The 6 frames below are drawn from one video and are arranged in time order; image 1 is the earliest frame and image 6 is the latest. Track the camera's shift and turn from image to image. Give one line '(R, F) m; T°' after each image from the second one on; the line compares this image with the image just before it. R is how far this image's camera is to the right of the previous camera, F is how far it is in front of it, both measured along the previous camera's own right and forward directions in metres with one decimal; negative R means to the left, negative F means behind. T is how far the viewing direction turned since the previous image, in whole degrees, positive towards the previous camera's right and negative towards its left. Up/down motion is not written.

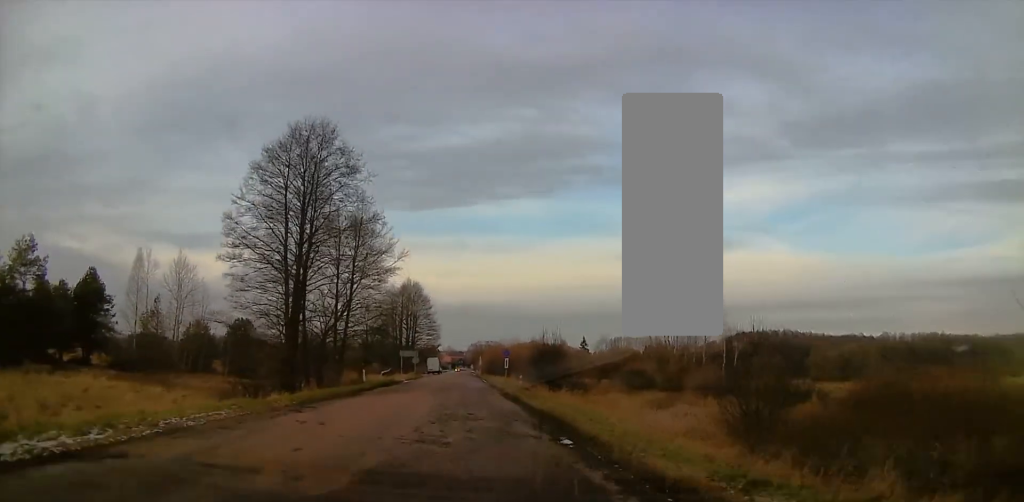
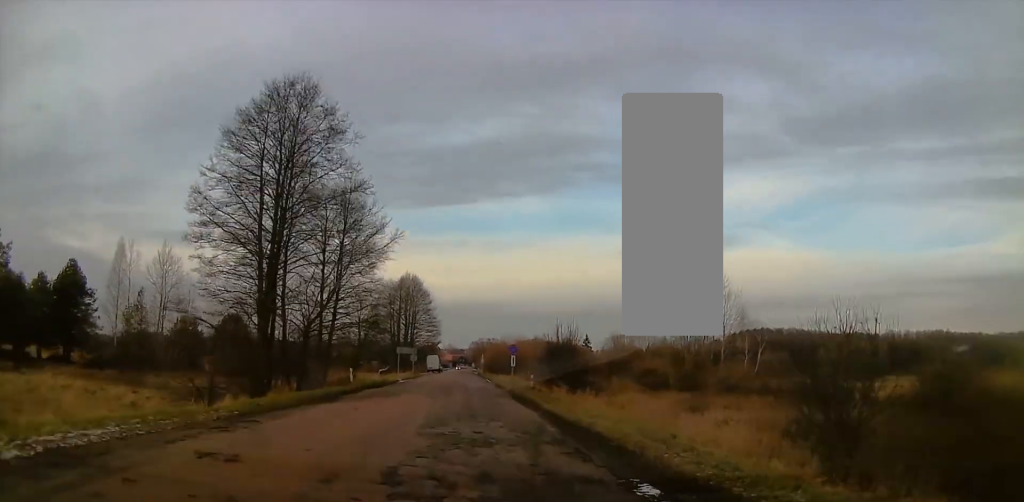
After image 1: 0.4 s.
(0.0, +5.2) m; 0°
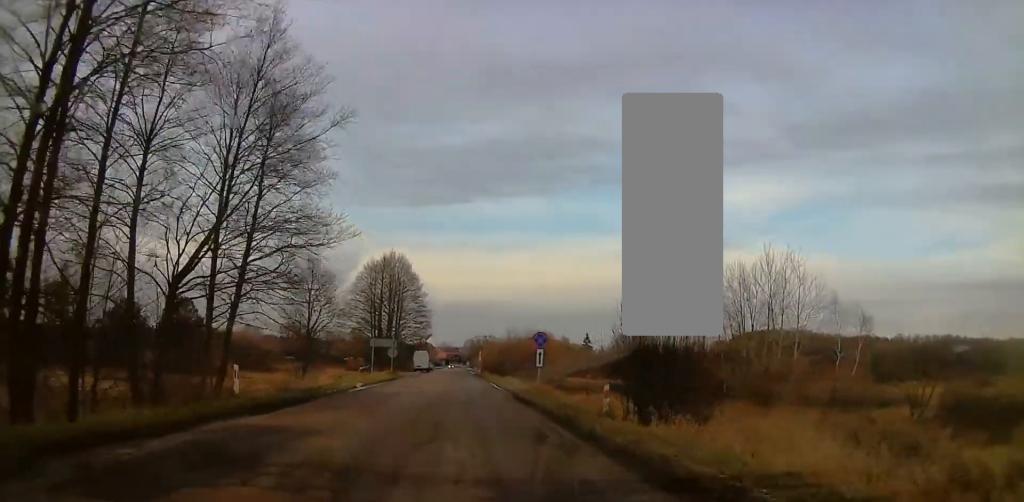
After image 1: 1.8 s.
(0.0, +17.3) m; 0°
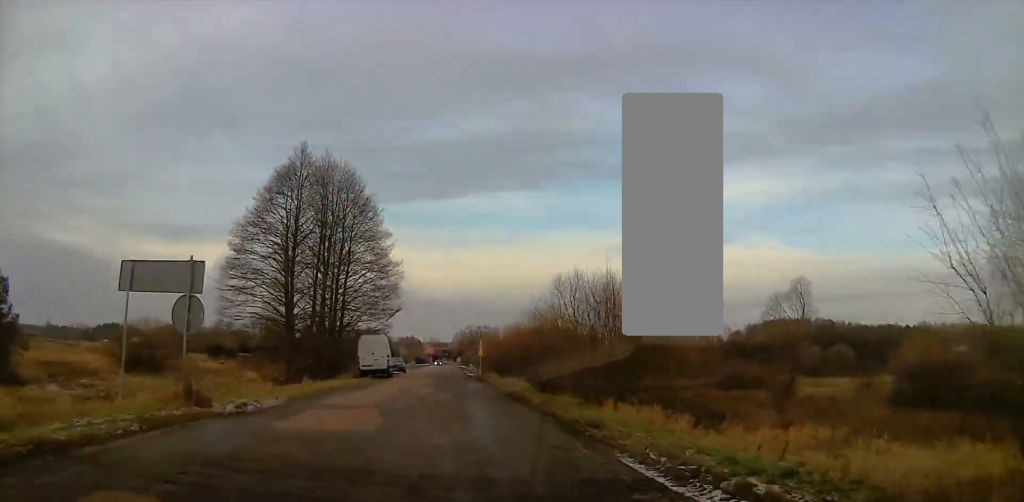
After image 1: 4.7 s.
(0.0, +39.6) m; 0°
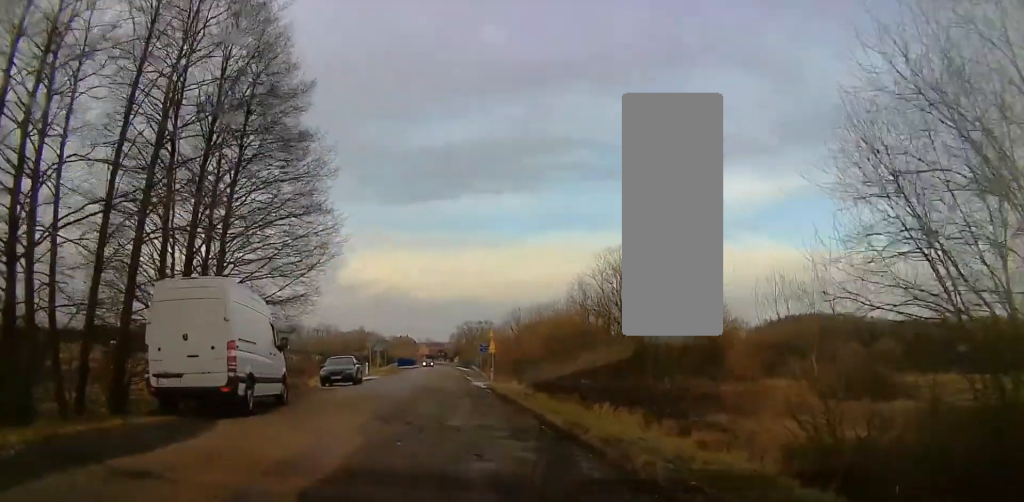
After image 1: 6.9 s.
(+0.2, +33.3) m; +1°
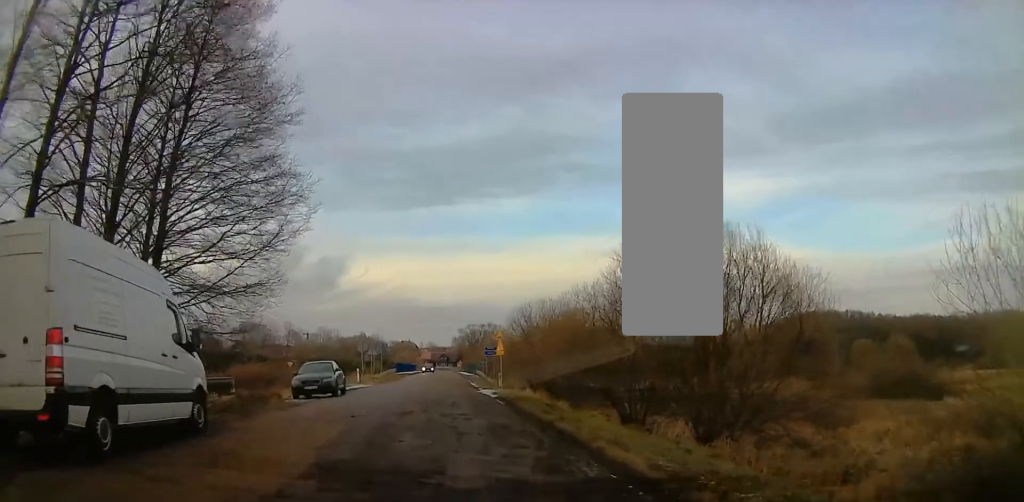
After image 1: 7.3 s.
(0.0, +7.3) m; 0°
